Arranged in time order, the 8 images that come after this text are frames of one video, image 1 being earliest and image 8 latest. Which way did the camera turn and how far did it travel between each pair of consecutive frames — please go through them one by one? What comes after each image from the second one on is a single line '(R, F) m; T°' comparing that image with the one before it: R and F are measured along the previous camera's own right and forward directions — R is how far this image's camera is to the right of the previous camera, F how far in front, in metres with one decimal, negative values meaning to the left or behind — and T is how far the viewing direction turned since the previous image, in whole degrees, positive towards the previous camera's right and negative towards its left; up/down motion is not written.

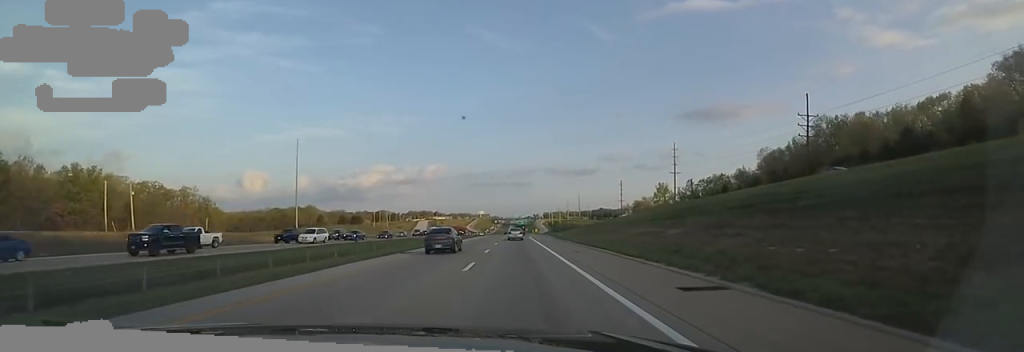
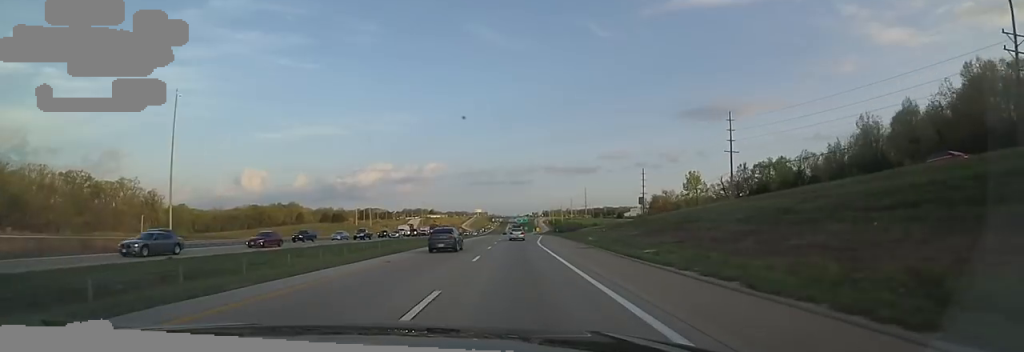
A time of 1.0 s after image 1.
(-0.1, +32.5) m; 0°
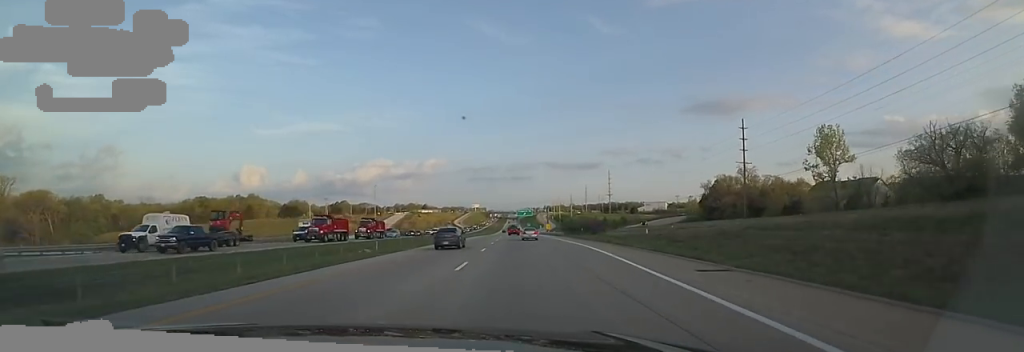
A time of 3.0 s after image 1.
(-1.3, +62.8) m; +1°
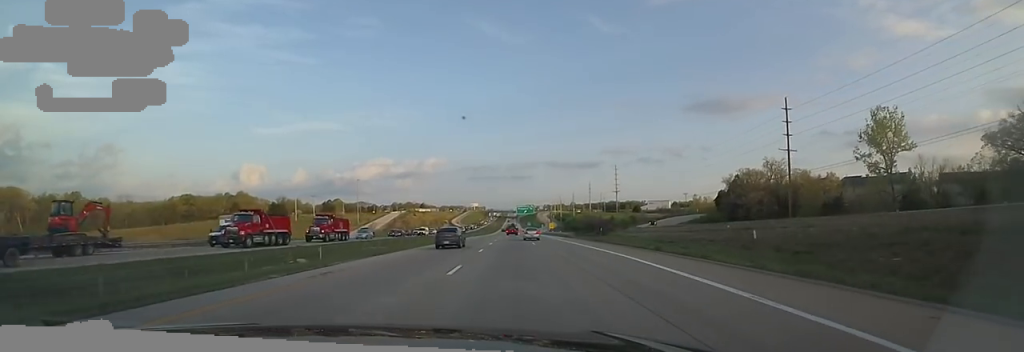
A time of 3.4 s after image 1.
(+0.9, +13.4) m; 0°
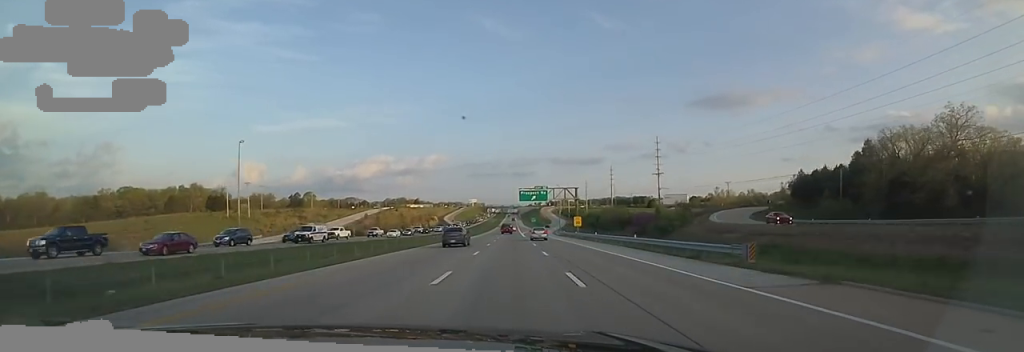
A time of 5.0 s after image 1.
(-0.6, +50.4) m; -3°
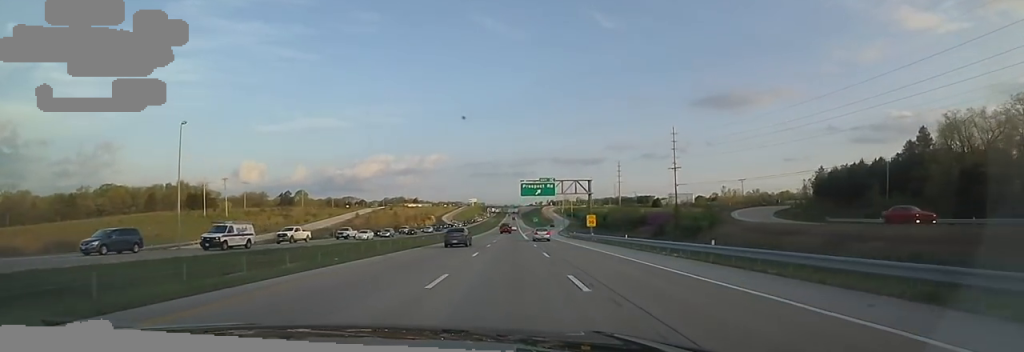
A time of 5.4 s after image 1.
(-0.2, +12.7) m; 0°
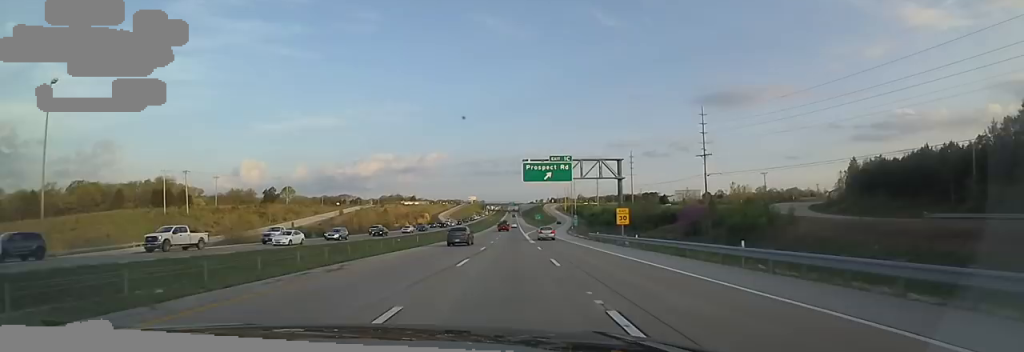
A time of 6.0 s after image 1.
(-0.3, +17.9) m; 0°
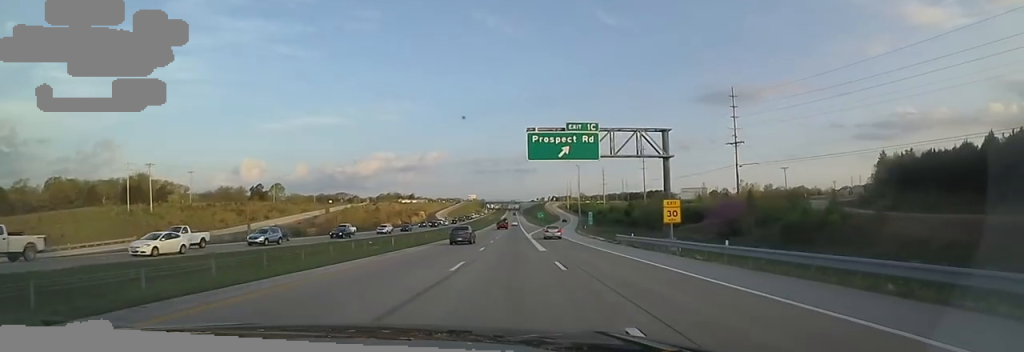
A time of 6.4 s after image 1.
(+0.3, +13.4) m; +1°
